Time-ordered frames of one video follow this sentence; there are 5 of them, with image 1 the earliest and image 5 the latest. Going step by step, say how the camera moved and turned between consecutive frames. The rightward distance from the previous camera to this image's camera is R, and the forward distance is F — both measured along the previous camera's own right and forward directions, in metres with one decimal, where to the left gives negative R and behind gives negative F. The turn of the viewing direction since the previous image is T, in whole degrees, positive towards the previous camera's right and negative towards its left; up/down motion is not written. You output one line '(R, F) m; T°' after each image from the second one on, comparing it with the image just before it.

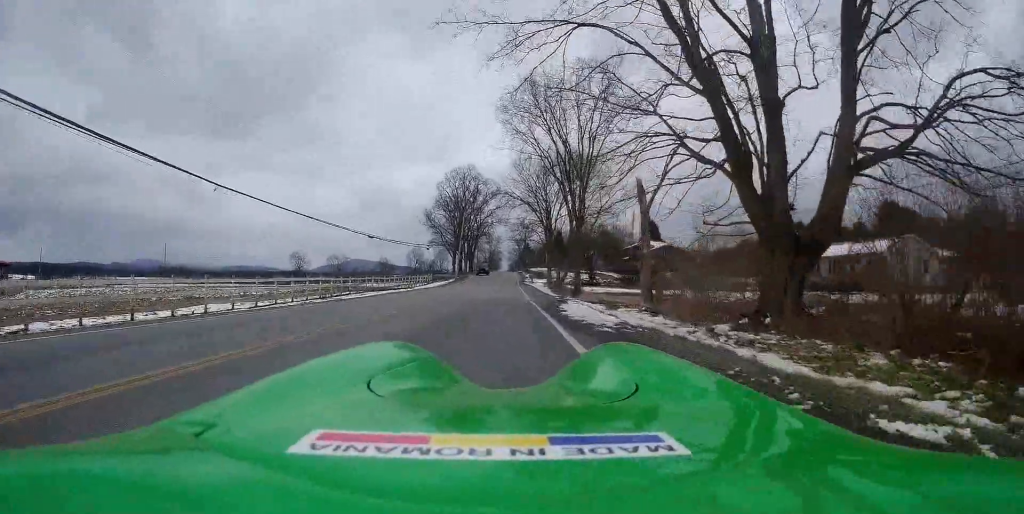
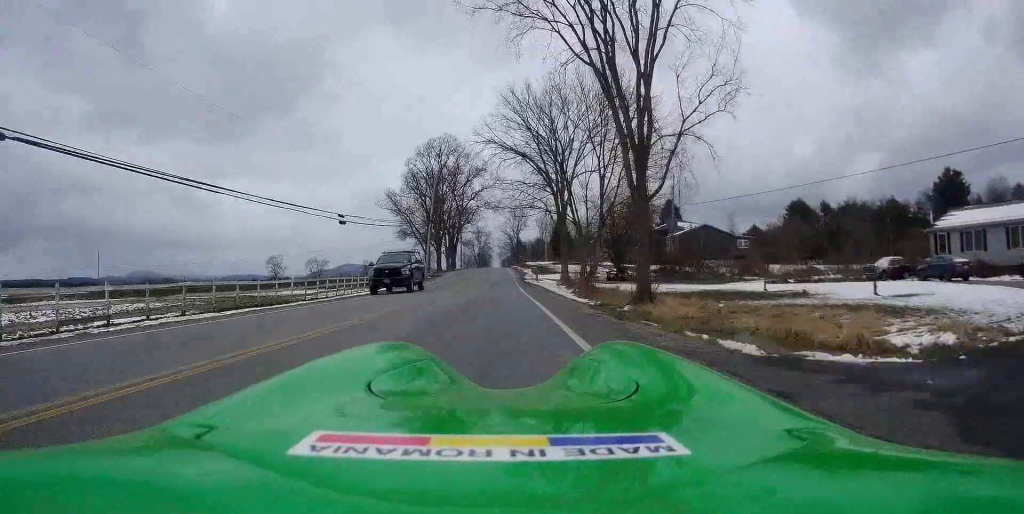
(-3.3, +26.8) m; -19°
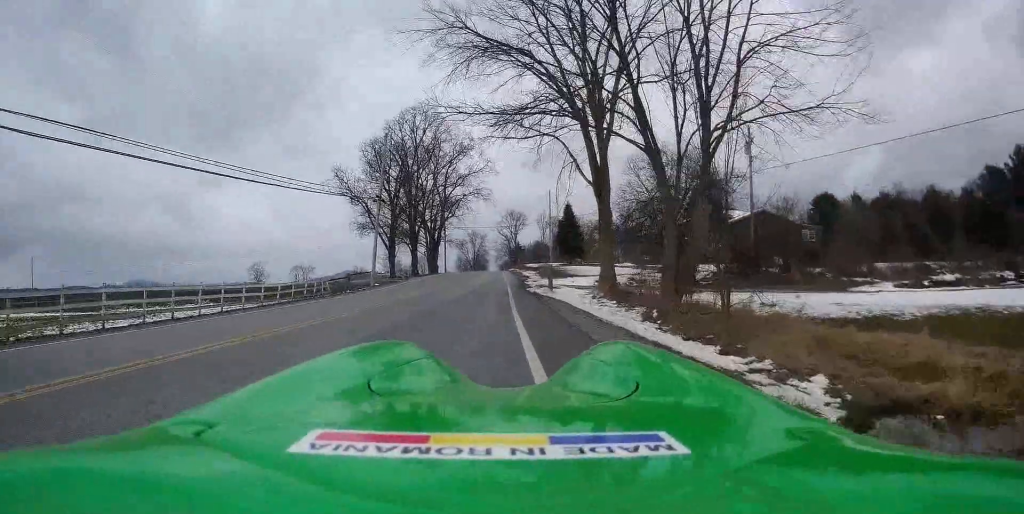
(+3.1, +23.0) m; +8°
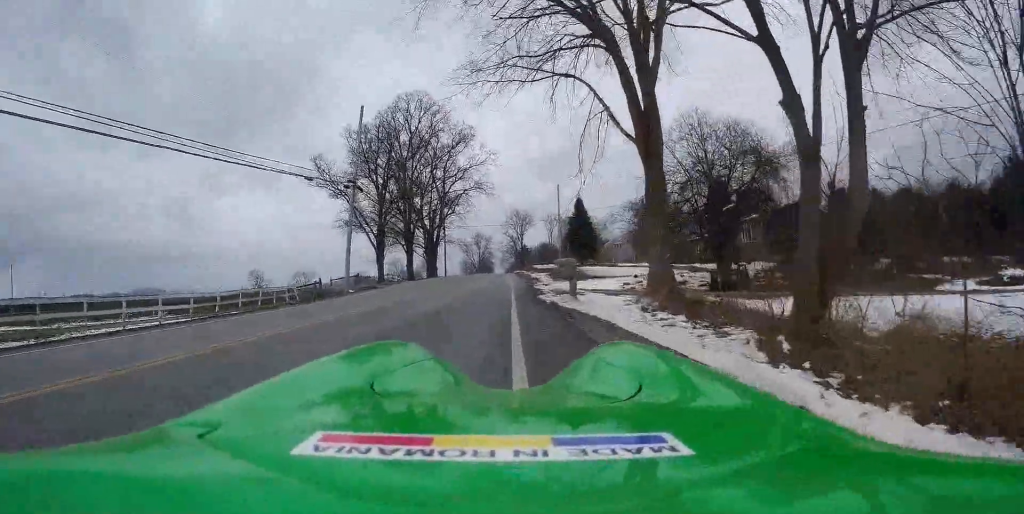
(0.0, +7.8) m; -4°
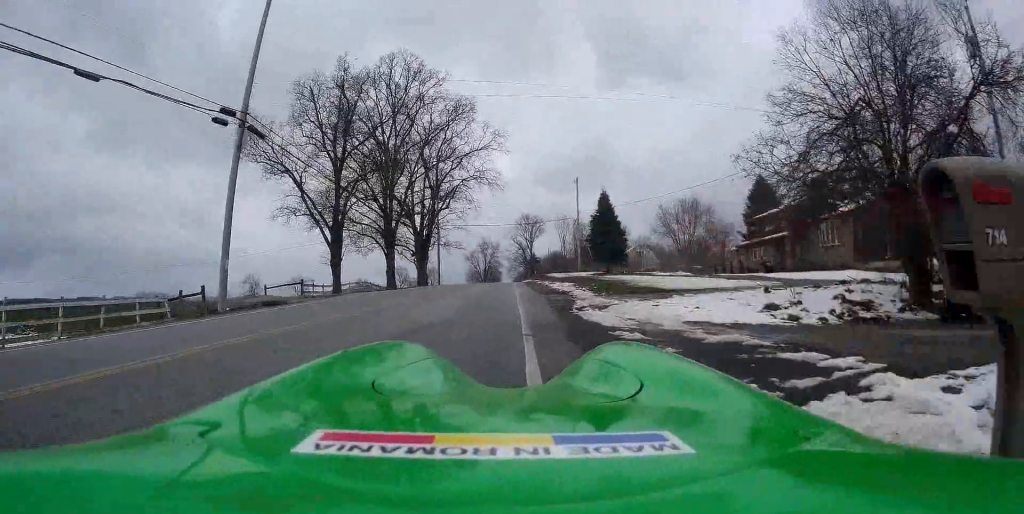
(-1.5, +14.6) m; -5°
